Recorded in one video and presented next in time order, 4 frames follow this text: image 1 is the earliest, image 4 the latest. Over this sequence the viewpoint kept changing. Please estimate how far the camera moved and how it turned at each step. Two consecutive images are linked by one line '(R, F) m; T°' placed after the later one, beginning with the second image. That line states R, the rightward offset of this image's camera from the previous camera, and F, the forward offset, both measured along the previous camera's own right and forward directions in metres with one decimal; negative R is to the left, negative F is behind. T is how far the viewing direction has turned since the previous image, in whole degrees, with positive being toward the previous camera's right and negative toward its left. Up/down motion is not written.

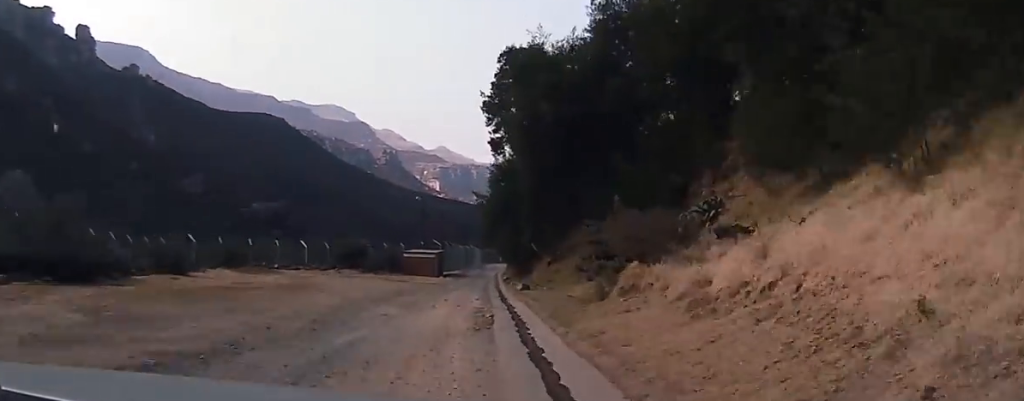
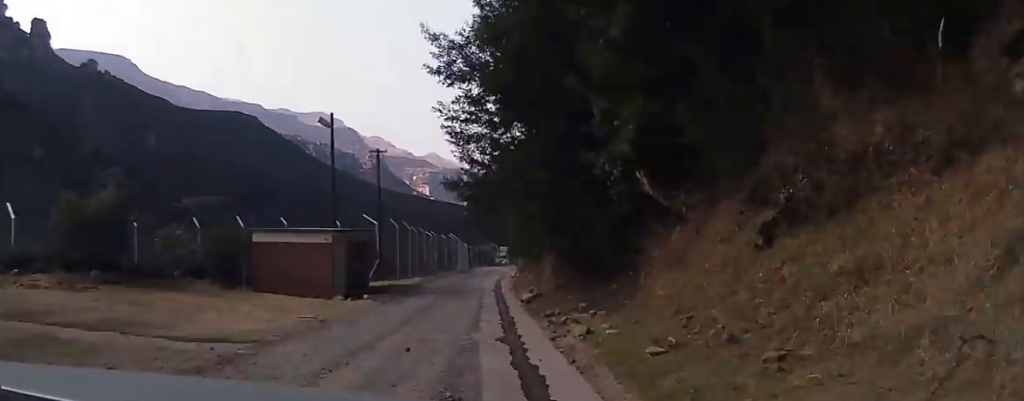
(-0.7, +40.3) m; -1°
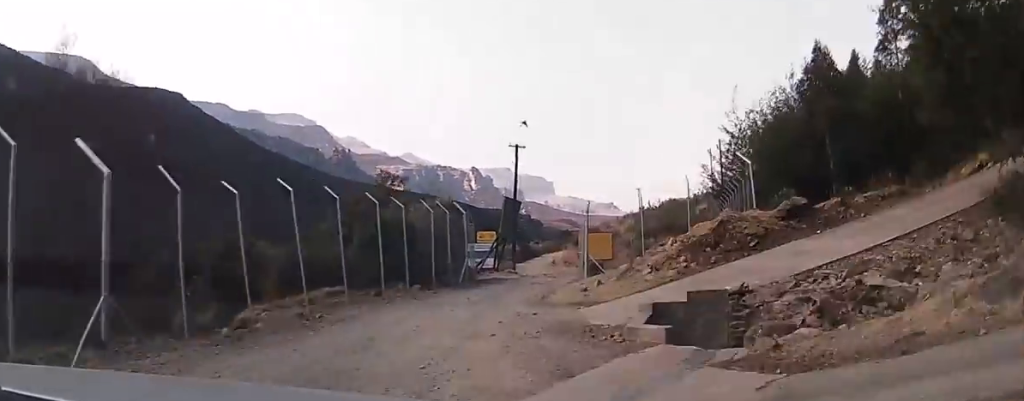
(+0.4, +68.3) m; +7°
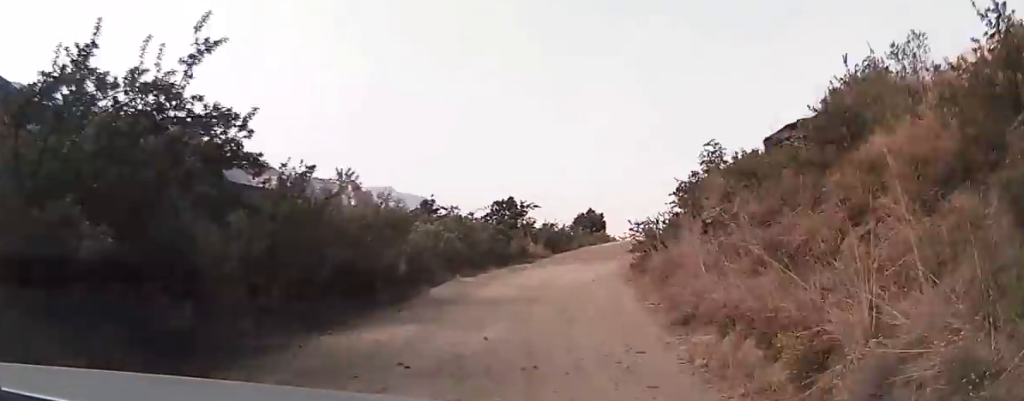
(+2.3, +129.5) m; +10°
